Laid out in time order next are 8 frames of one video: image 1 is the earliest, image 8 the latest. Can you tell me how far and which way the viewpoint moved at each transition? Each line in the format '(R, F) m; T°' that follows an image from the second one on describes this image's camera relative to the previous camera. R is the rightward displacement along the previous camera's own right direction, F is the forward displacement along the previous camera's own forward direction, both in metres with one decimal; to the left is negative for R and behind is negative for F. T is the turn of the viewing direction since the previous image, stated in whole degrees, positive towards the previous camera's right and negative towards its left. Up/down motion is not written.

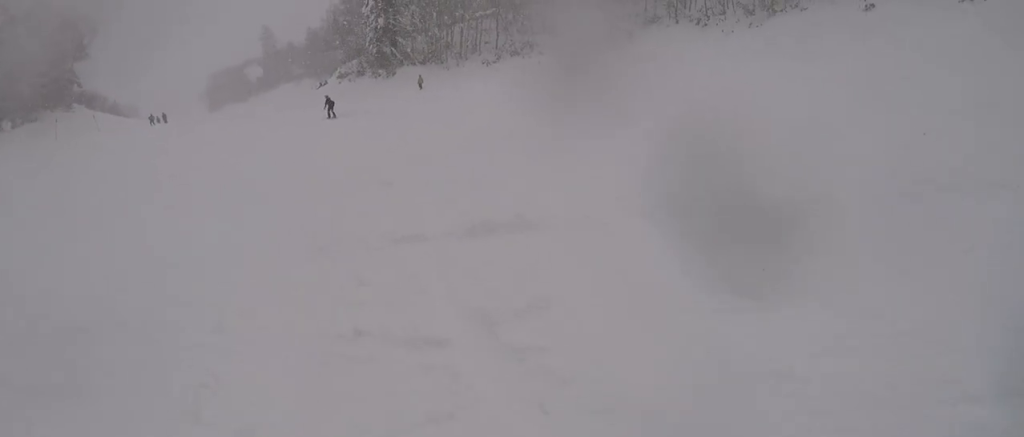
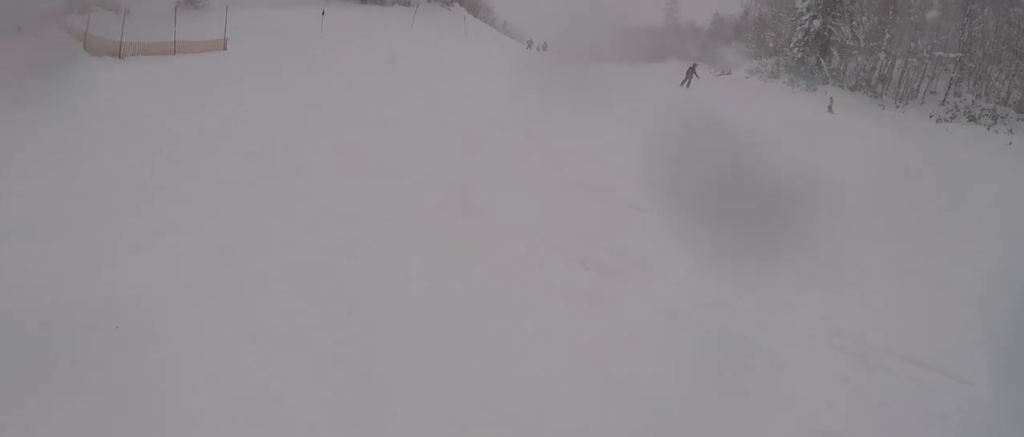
(-1.8, +11.3) m; +2°
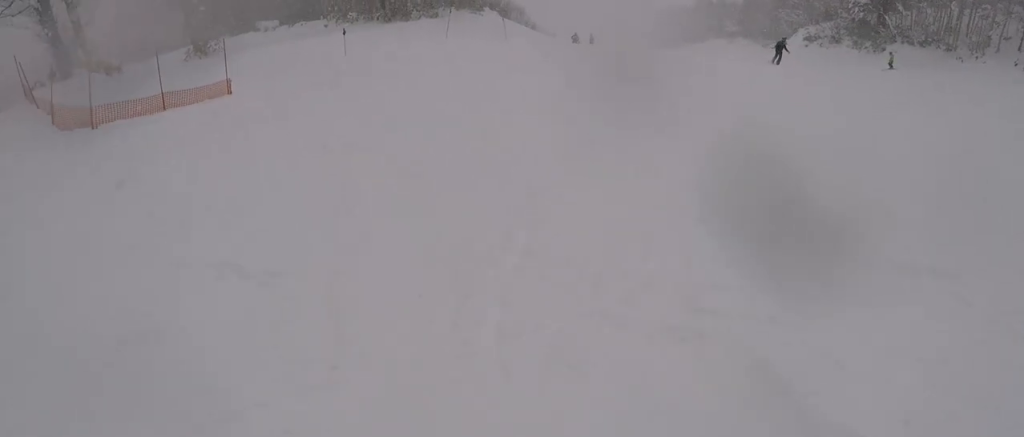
(+0.8, +4.1) m; +10°
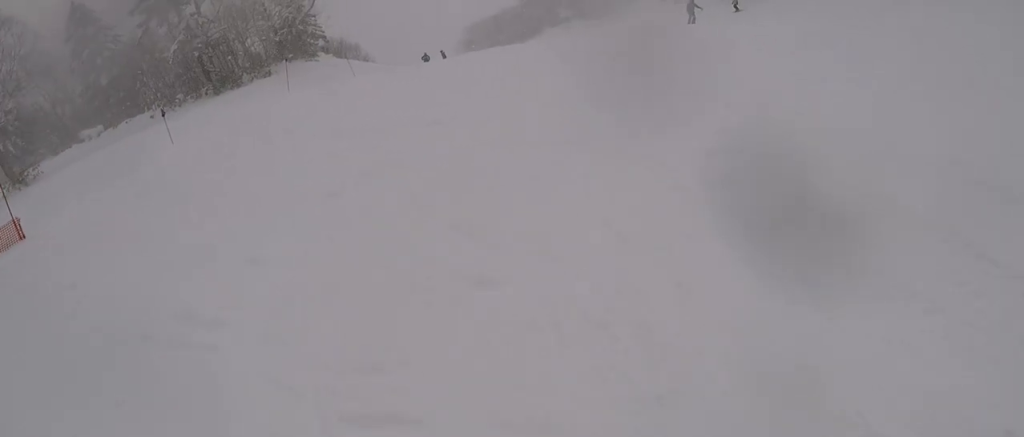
(+0.4, +4.5) m; +7°
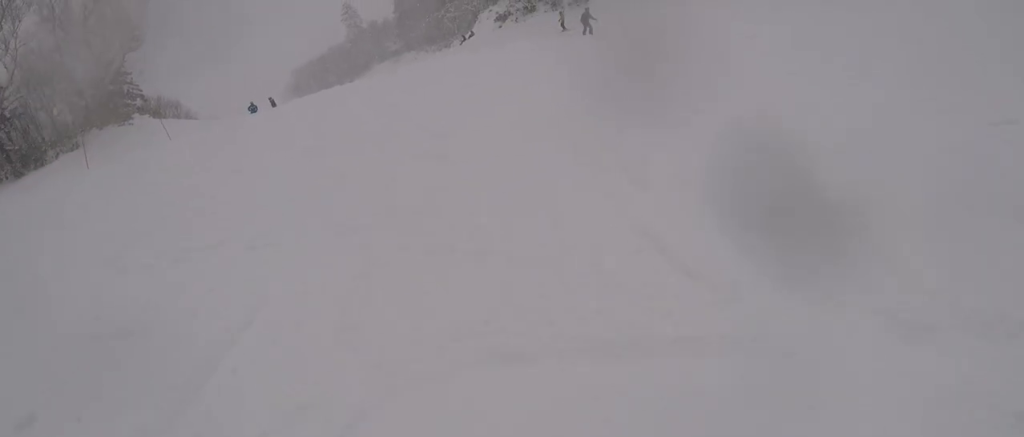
(+0.3, +3.8) m; +1°
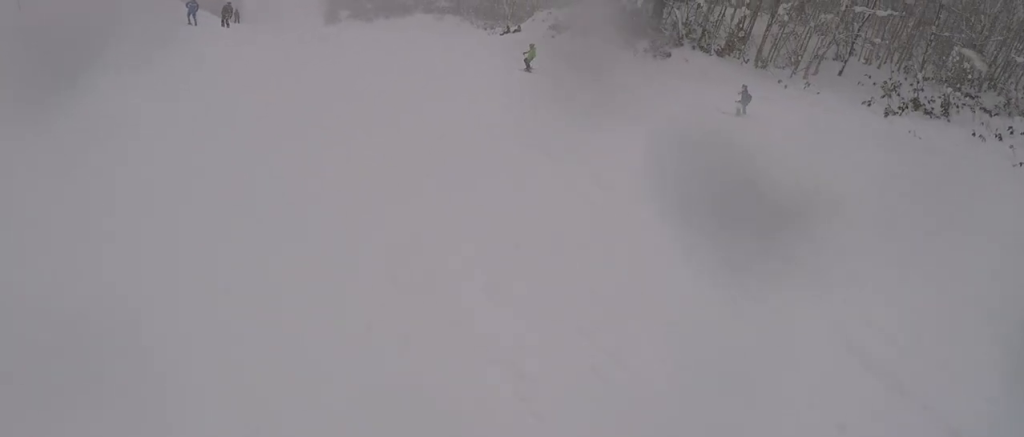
(-1.6, +10.1) m; -11°
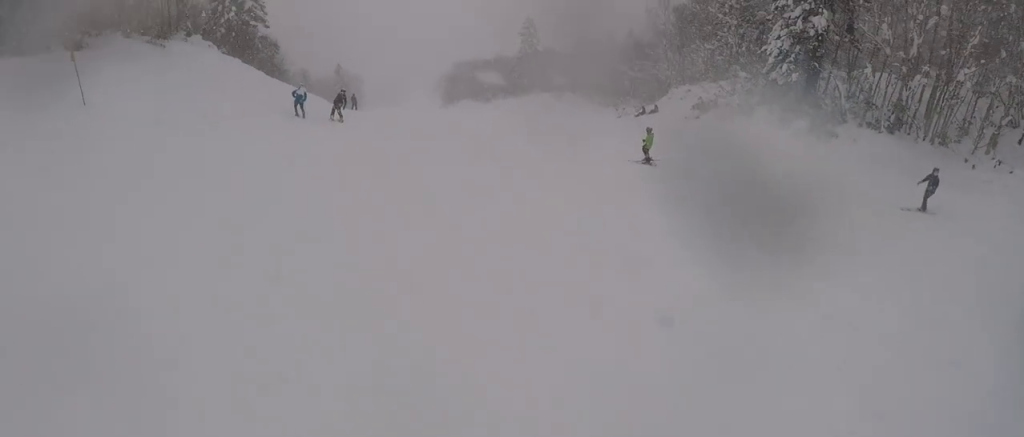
(+0.2, +5.0) m; +9°
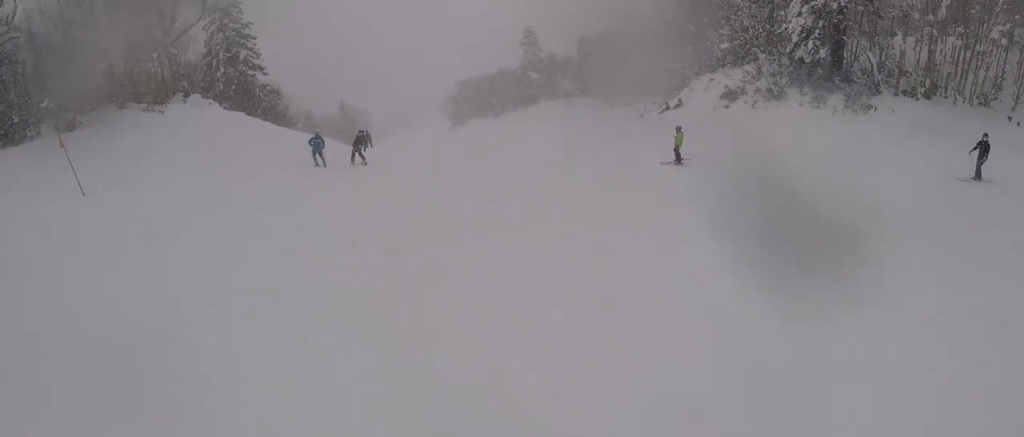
(+0.3, +2.1) m; +6°
